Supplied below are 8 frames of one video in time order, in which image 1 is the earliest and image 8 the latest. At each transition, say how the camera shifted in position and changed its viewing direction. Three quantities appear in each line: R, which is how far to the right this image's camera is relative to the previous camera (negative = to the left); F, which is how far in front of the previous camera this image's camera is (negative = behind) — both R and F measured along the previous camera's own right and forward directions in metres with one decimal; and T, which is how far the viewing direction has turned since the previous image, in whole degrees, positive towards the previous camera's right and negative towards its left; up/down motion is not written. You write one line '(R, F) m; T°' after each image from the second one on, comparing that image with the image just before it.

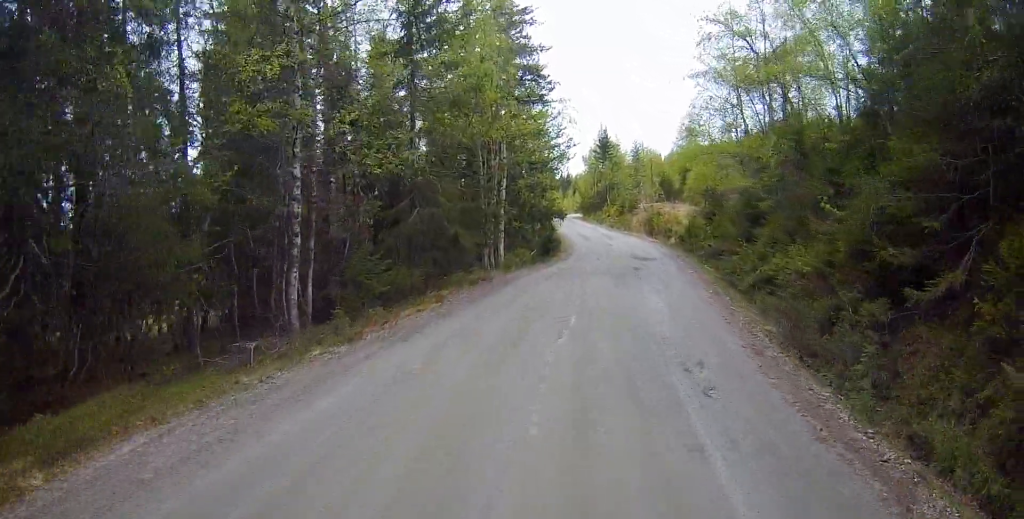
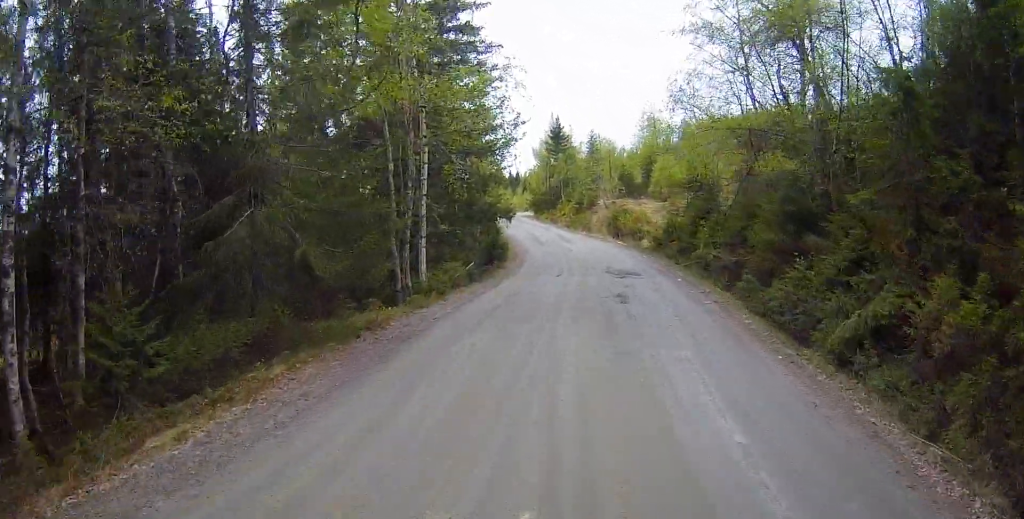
(+0.3, +7.4) m; +7°
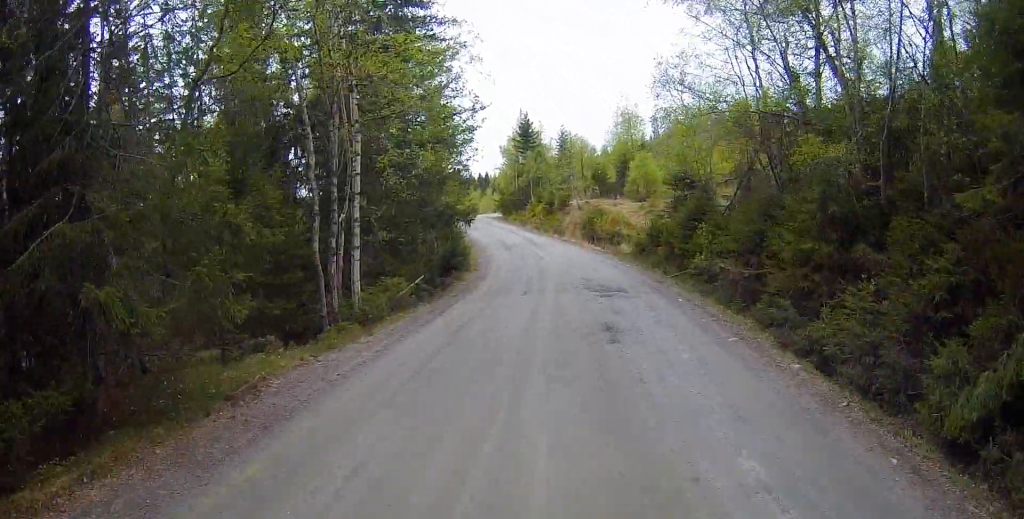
(+0.1, +3.6) m; +3°
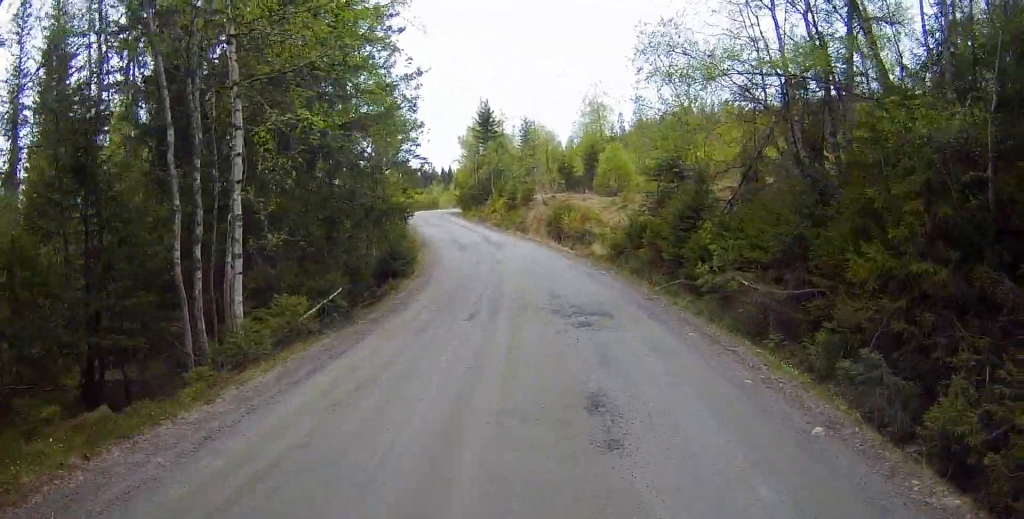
(+0.3, +4.2) m; +3°
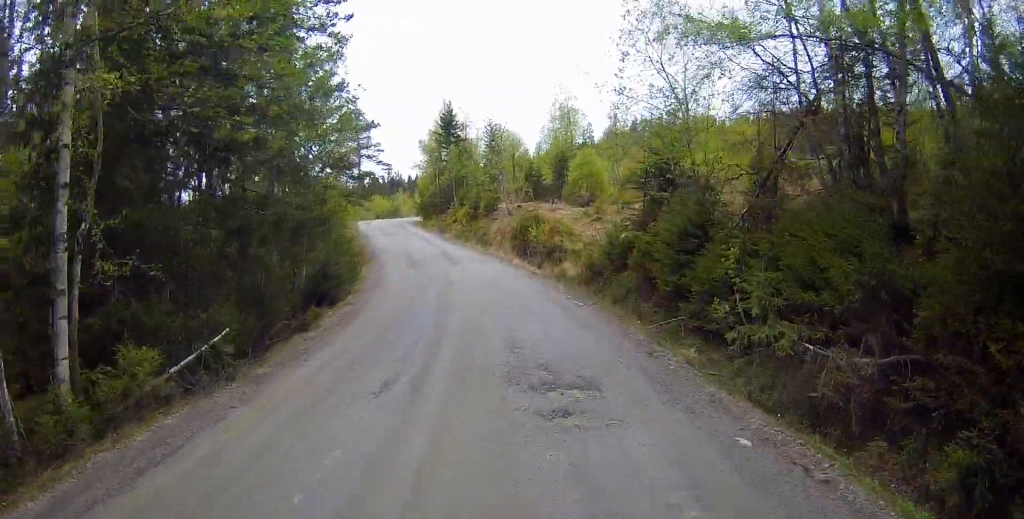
(-0.1, +4.1) m; 0°
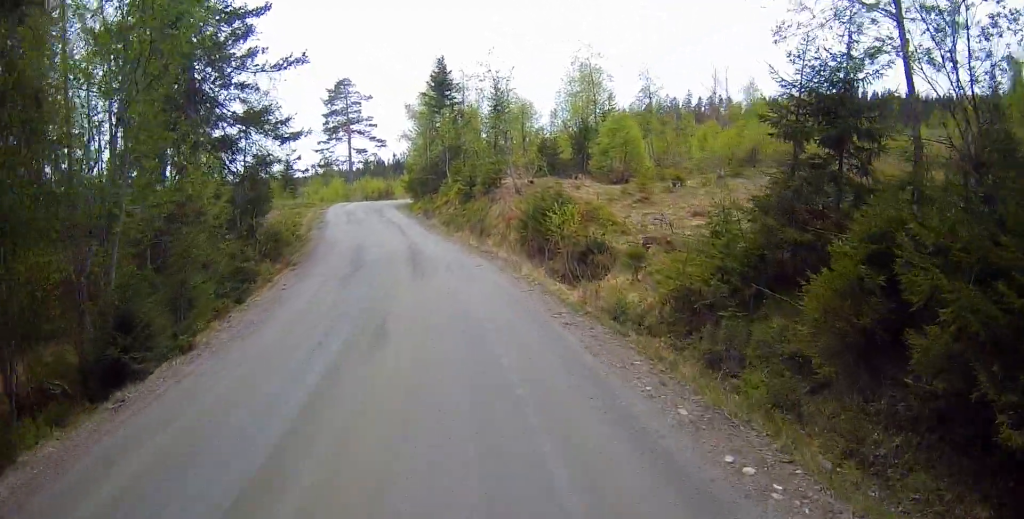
(-0.2, +11.2) m; -3°
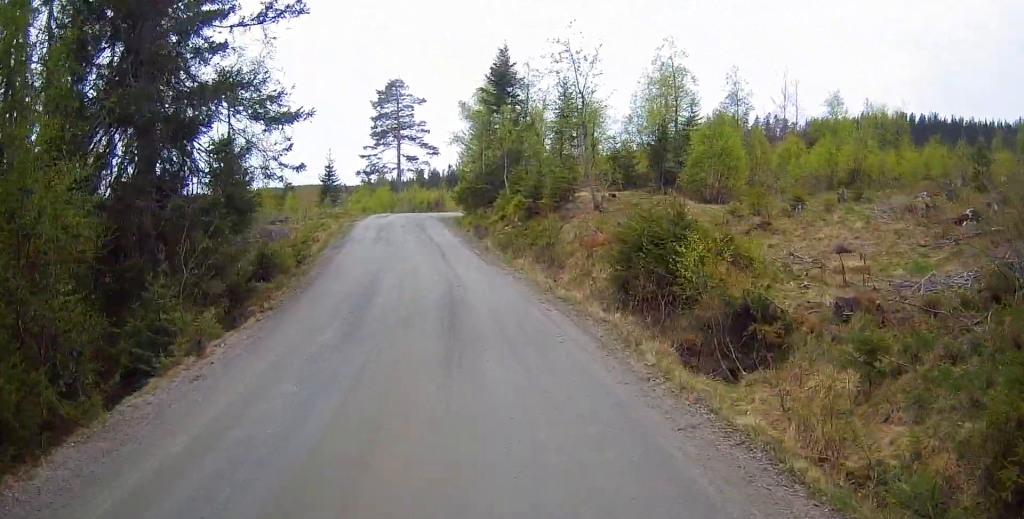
(-0.3, +7.3) m; -4°
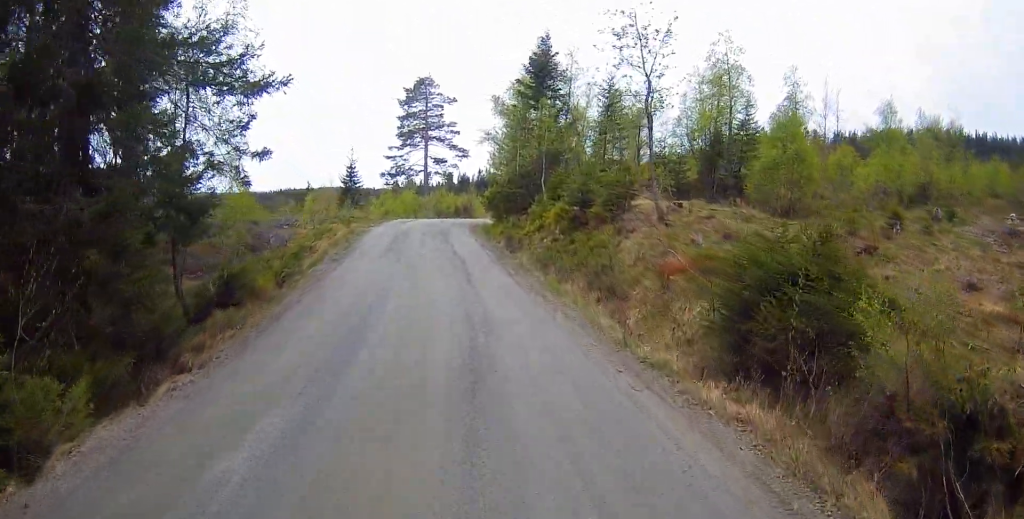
(-0.1, +4.9) m; -3°
